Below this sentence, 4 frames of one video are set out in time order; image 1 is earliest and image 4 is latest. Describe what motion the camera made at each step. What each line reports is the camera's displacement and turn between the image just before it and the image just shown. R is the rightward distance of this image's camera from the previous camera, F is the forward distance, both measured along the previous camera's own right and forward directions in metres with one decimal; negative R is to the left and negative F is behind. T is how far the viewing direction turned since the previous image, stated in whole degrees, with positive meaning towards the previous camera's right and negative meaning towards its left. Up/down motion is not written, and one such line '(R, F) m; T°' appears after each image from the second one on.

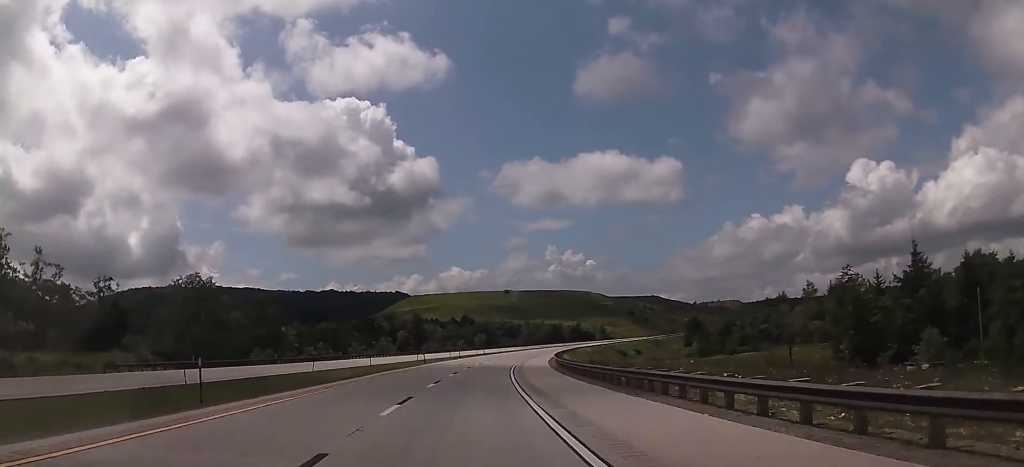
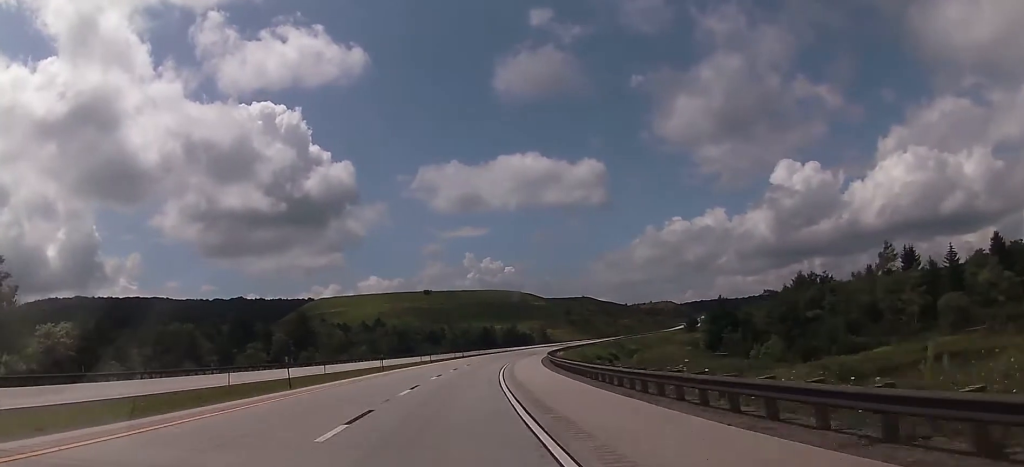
(+2.1, +64.5) m; +4°
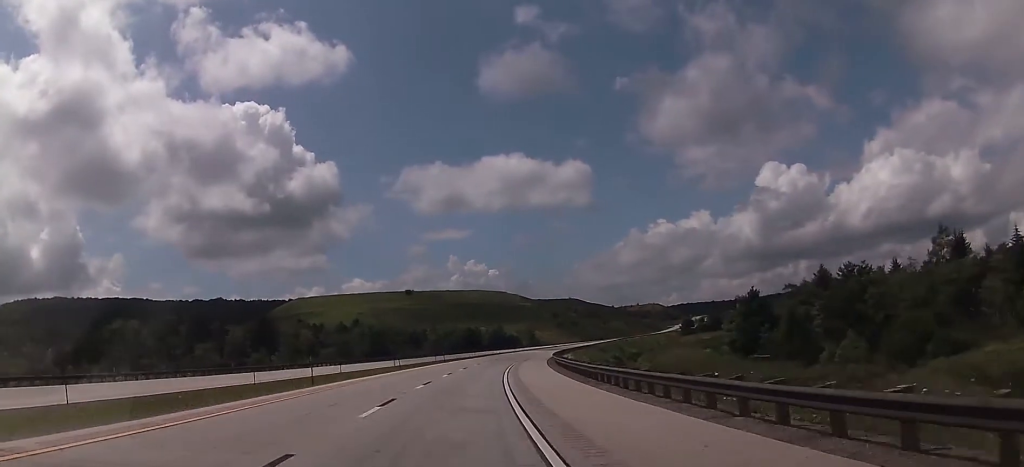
(0.0, +19.7) m; +2°
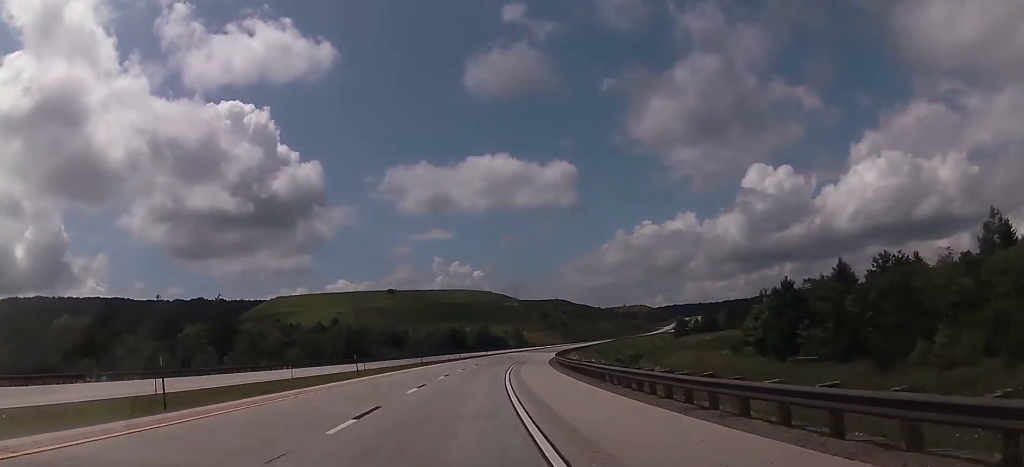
(+0.1, +15.3) m; +1°
